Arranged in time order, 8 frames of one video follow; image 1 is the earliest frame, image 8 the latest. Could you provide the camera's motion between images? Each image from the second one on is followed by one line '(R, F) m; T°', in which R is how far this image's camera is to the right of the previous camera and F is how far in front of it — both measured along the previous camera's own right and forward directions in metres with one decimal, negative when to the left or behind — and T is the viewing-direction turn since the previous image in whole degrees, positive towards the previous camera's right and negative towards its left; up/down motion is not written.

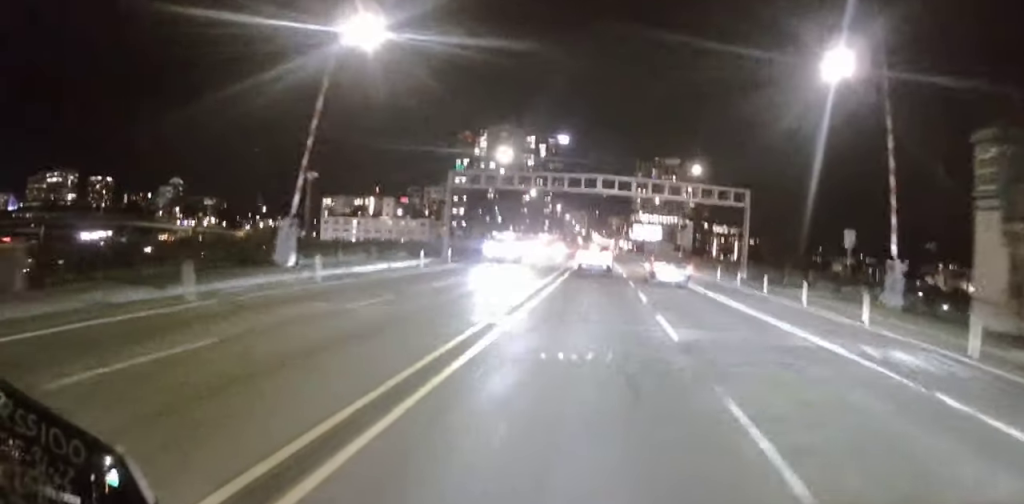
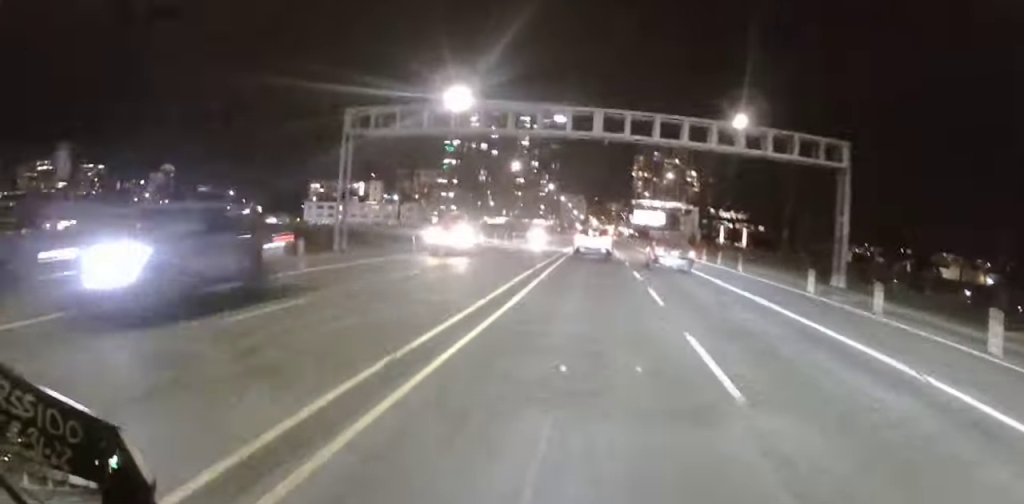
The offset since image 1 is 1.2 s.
(-0.6, +19.1) m; -1°
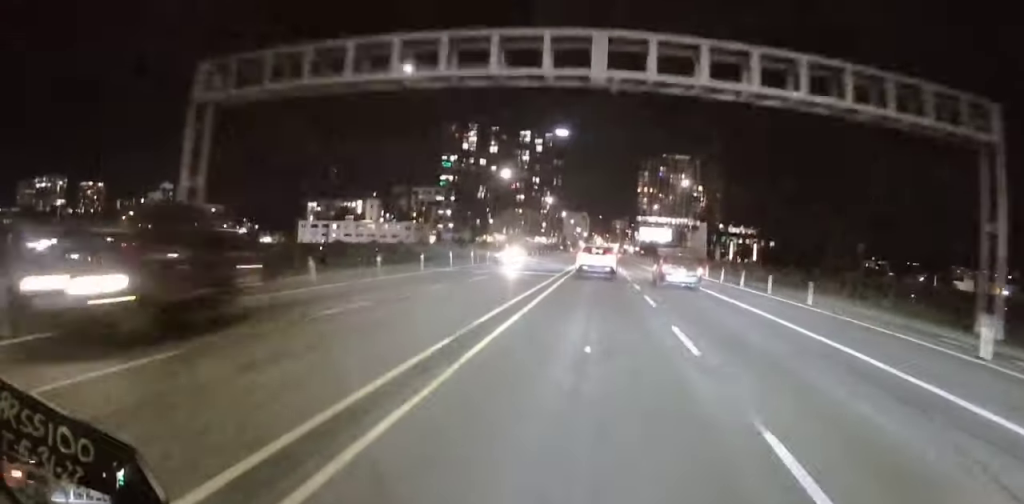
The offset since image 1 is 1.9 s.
(+0.2, +11.6) m; 0°
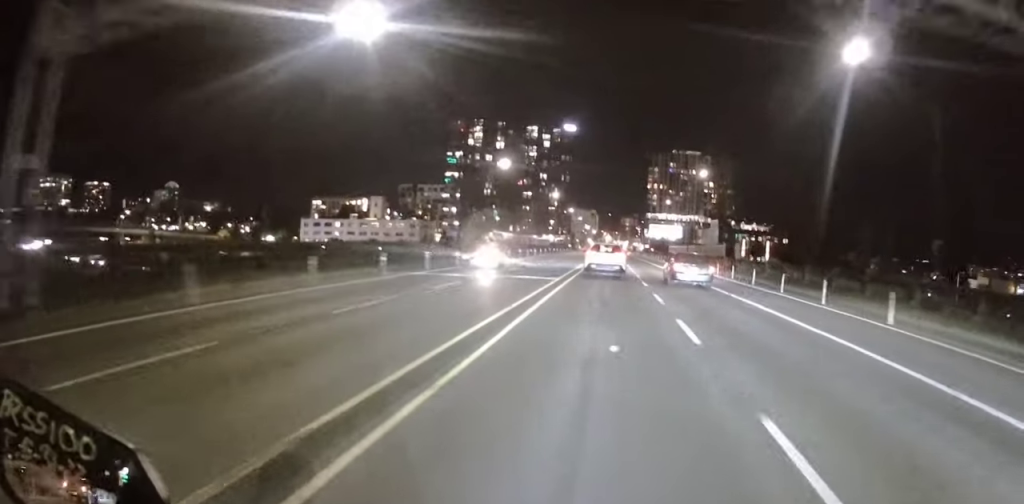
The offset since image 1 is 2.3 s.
(-0.1, +6.7) m; 0°
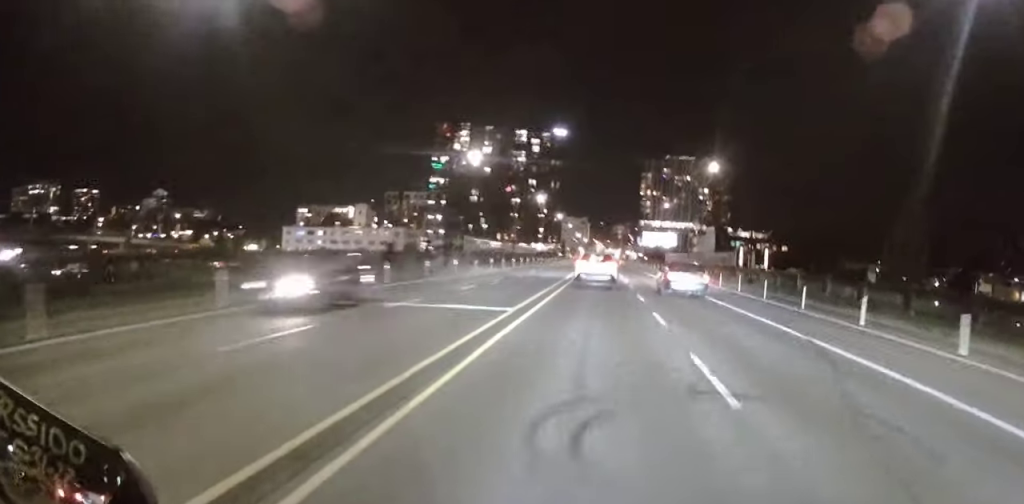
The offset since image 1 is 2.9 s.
(-0.1, +10.7) m; -1°
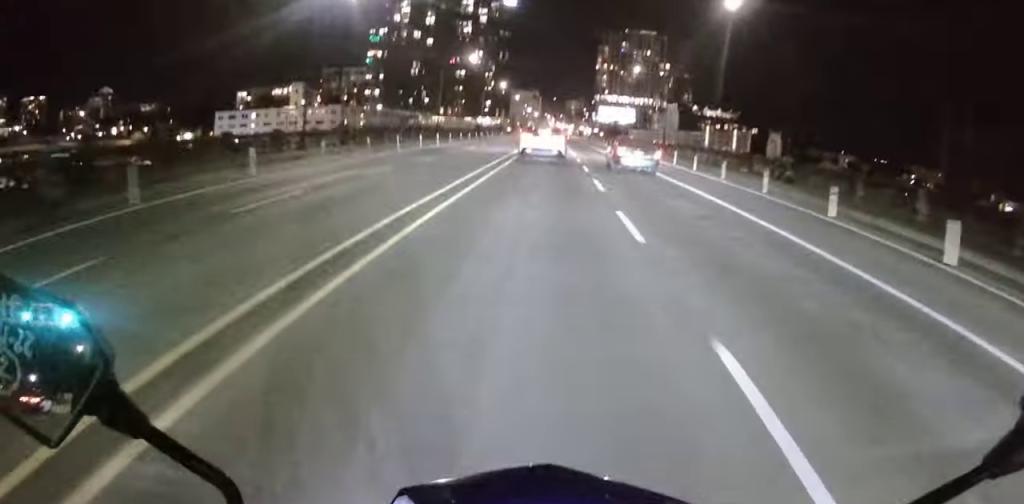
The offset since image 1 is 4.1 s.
(-0.2, +20.3) m; 0°
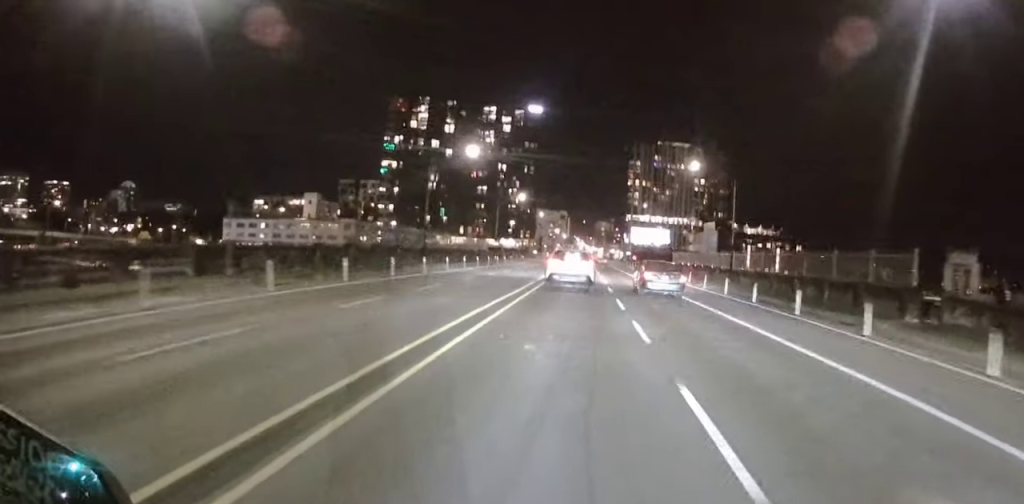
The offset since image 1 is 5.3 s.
(+0.5, +19.5) m; +3°
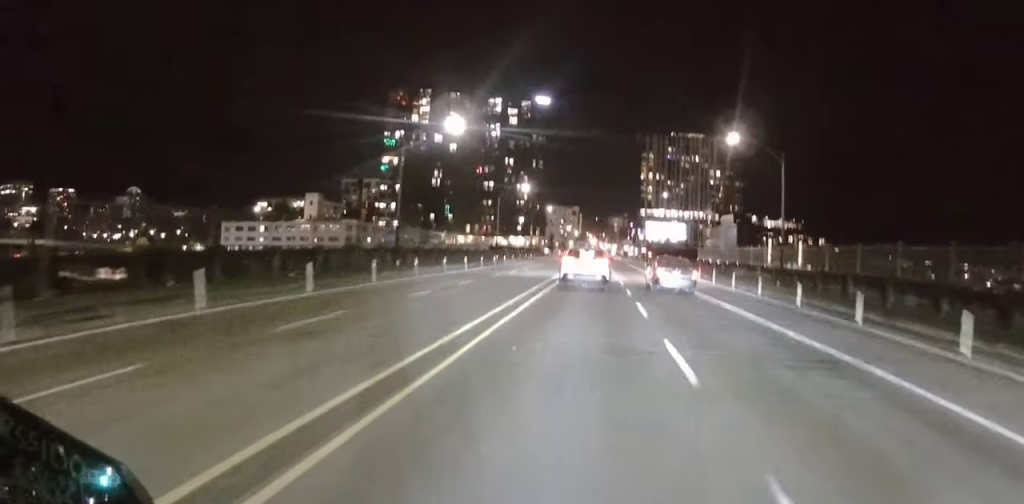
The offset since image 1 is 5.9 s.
(+0.3, +10.9) m; 0°
